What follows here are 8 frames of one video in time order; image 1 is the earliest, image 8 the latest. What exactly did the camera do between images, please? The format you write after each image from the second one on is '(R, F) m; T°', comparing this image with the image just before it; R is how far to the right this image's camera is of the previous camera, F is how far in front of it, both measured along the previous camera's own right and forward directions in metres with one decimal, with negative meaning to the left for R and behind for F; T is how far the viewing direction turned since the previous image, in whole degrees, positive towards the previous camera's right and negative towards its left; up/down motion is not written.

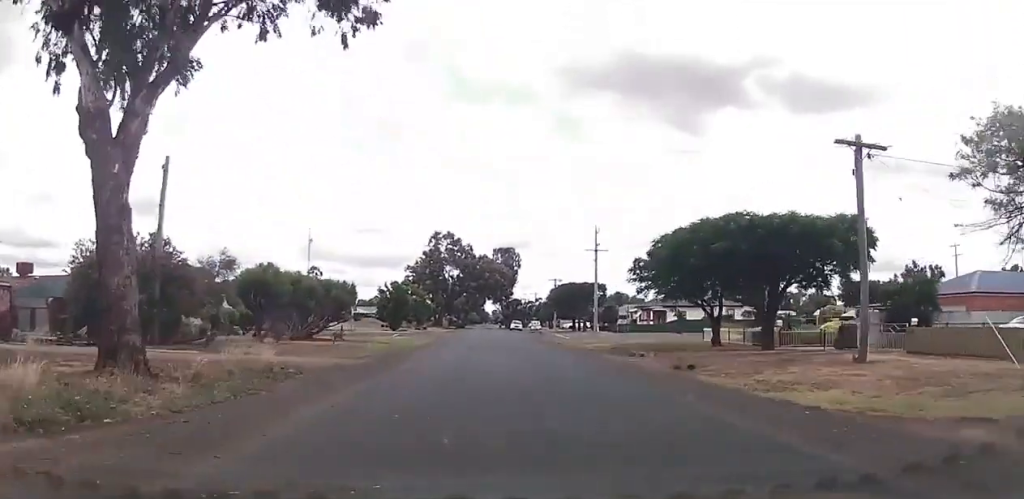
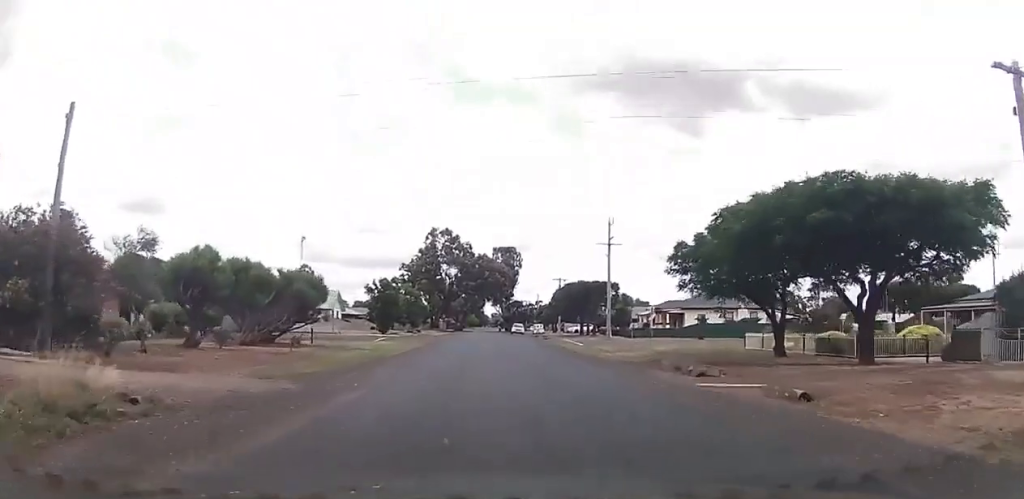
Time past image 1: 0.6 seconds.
(0.0, +8.6) m; 0°
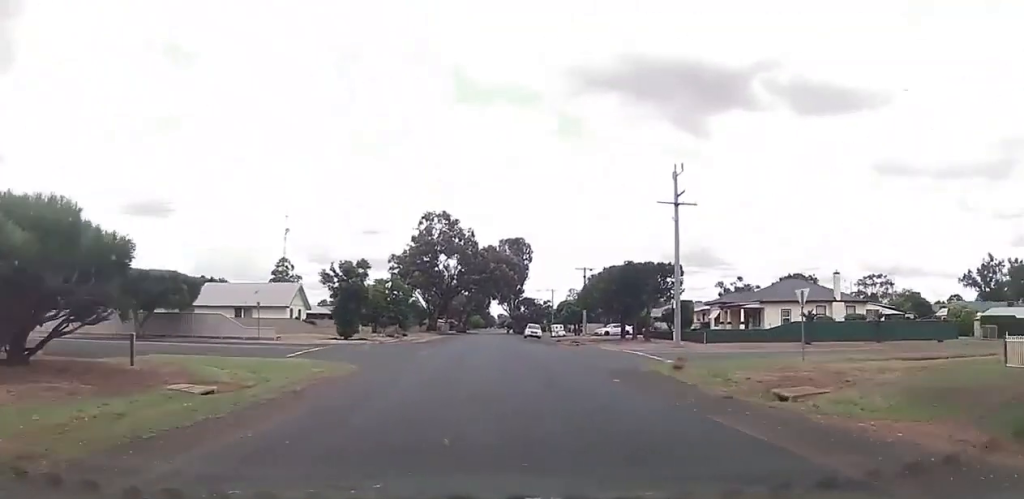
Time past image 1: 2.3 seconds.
(0.0, +22.5) m; 0°
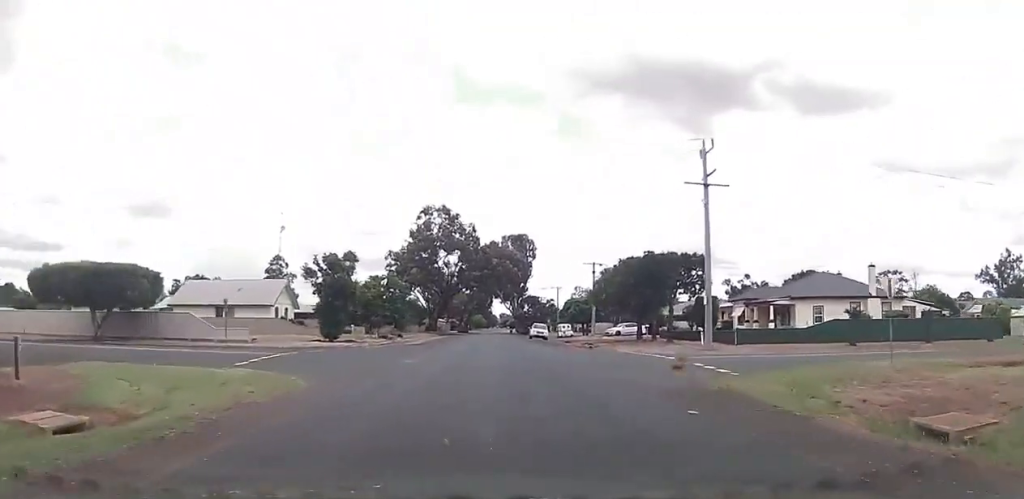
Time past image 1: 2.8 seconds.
(0.0, +5.8) m; 0°
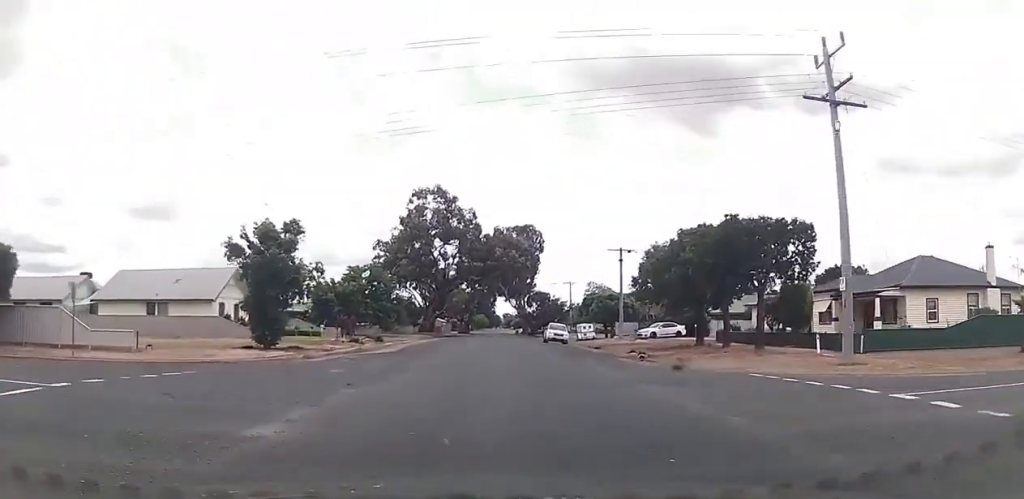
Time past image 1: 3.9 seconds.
(0.0, +15.0) m; 0°
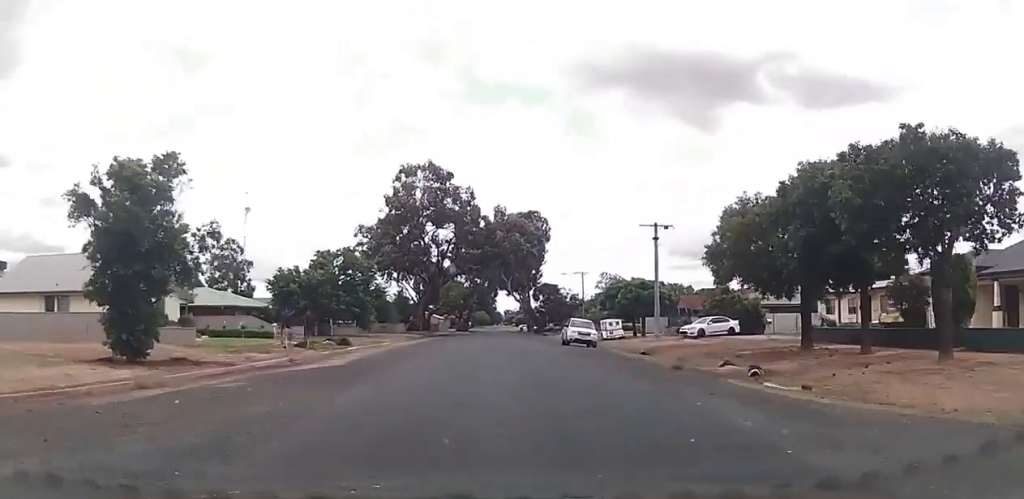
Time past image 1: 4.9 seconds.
(0.0, +13.9) m; 0°
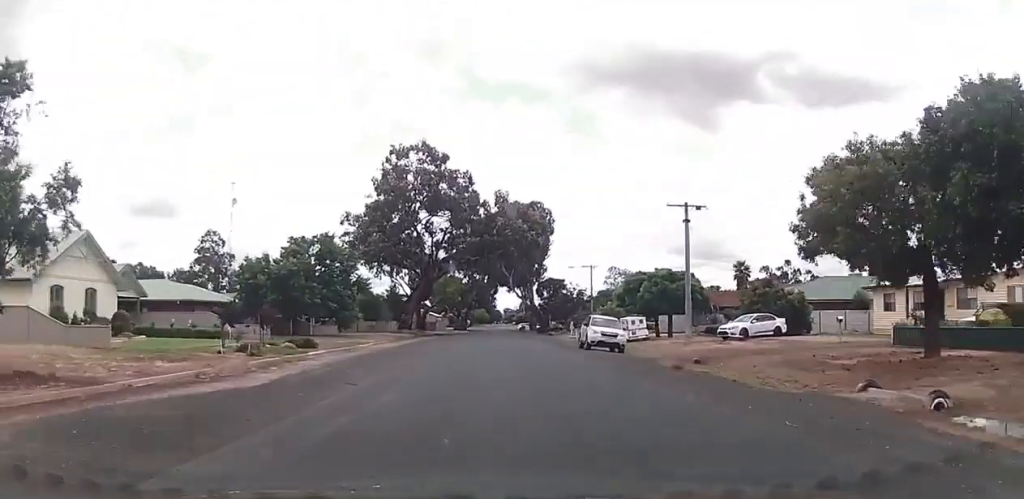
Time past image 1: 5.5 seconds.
(0.0, +8.4) m; 0°
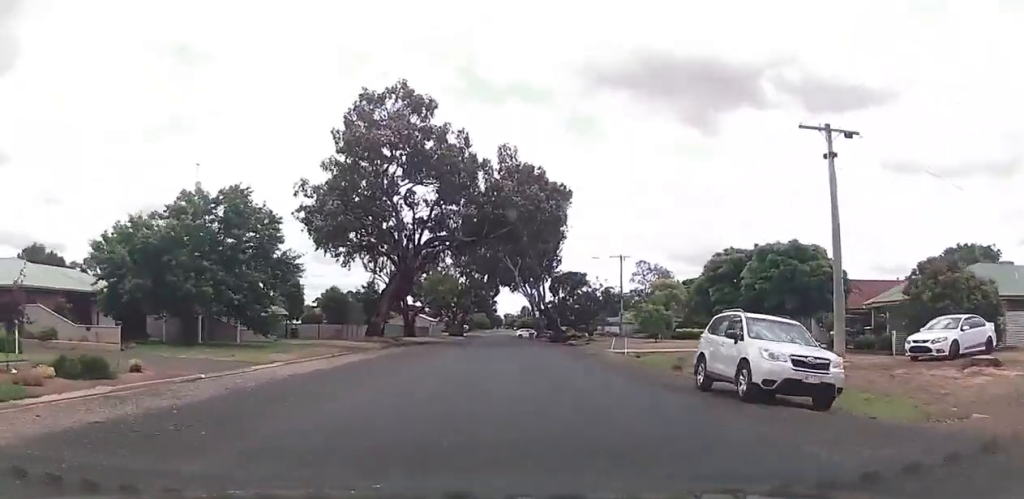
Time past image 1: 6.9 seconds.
(0.0, +19.5) m; -1°
